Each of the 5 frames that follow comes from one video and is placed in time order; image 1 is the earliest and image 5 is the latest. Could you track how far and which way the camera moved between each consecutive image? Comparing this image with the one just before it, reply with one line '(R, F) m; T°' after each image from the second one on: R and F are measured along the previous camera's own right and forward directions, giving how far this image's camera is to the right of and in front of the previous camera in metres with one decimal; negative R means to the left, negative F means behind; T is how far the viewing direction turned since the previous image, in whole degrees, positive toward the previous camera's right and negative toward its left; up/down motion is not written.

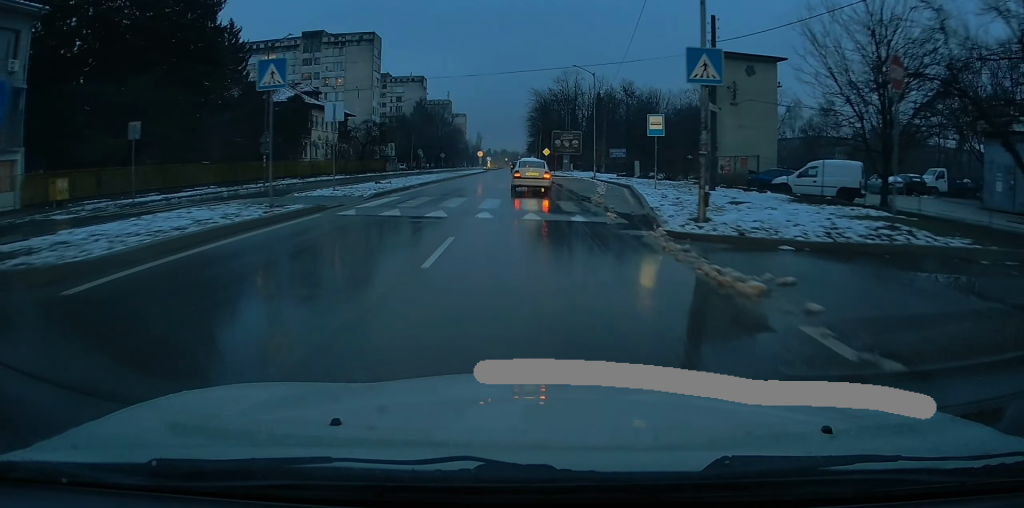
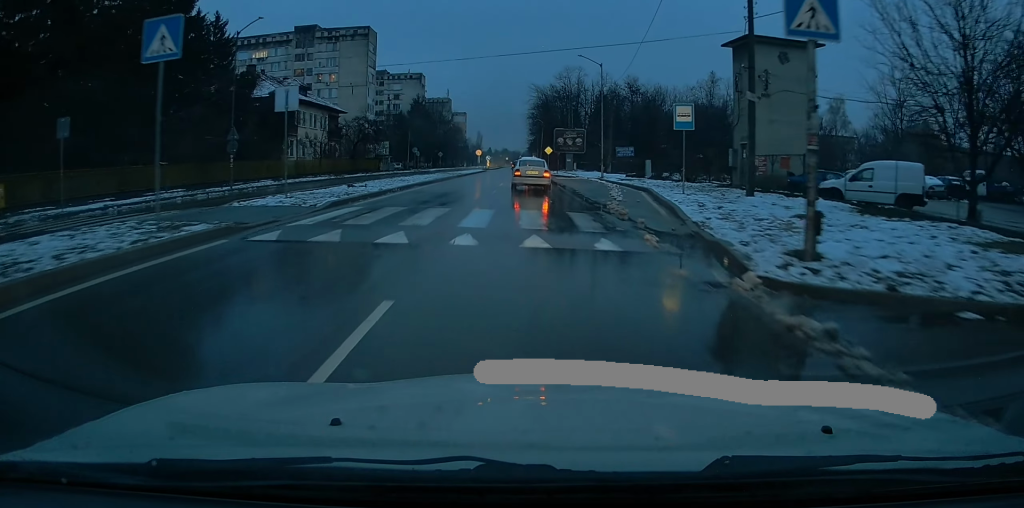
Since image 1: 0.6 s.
(+0.1, +4.7) m; +1°
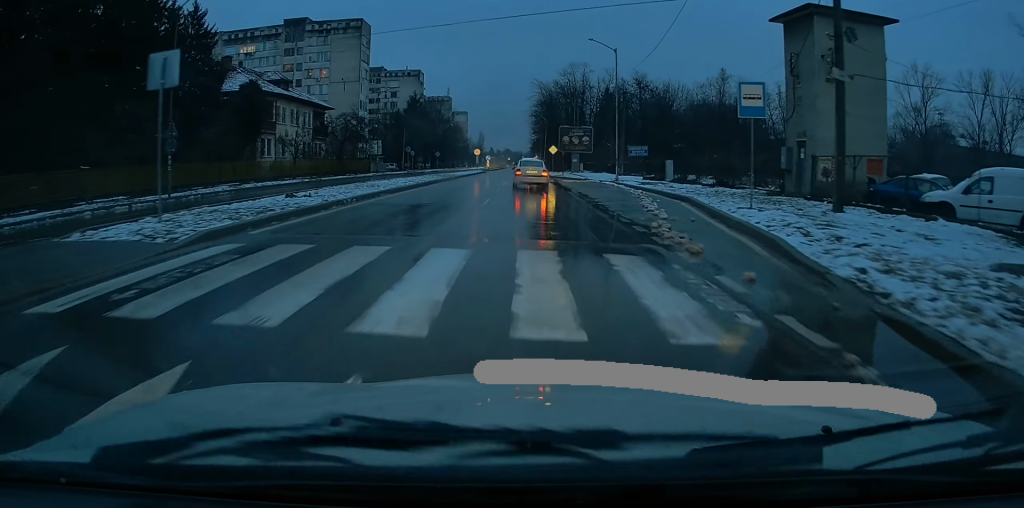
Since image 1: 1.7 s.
(-0.1, +6.4) m; -3°
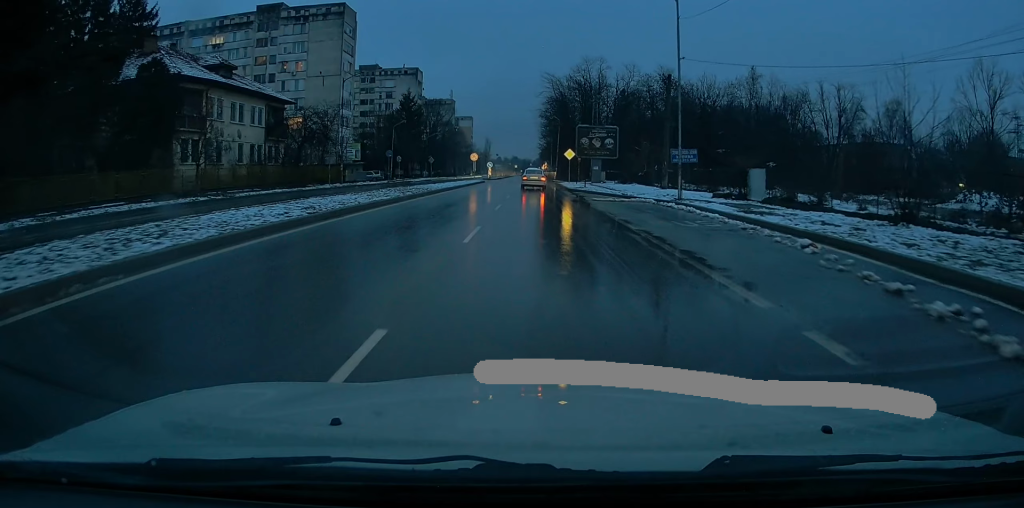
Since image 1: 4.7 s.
(+0.5, +15.3) m; +2°
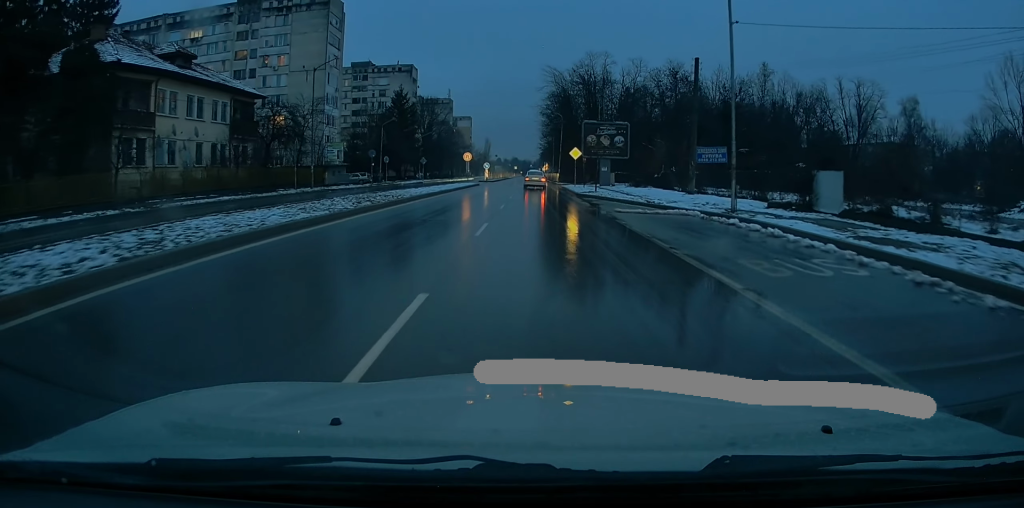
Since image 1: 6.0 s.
(-0.4, +7.3) m; -1°
